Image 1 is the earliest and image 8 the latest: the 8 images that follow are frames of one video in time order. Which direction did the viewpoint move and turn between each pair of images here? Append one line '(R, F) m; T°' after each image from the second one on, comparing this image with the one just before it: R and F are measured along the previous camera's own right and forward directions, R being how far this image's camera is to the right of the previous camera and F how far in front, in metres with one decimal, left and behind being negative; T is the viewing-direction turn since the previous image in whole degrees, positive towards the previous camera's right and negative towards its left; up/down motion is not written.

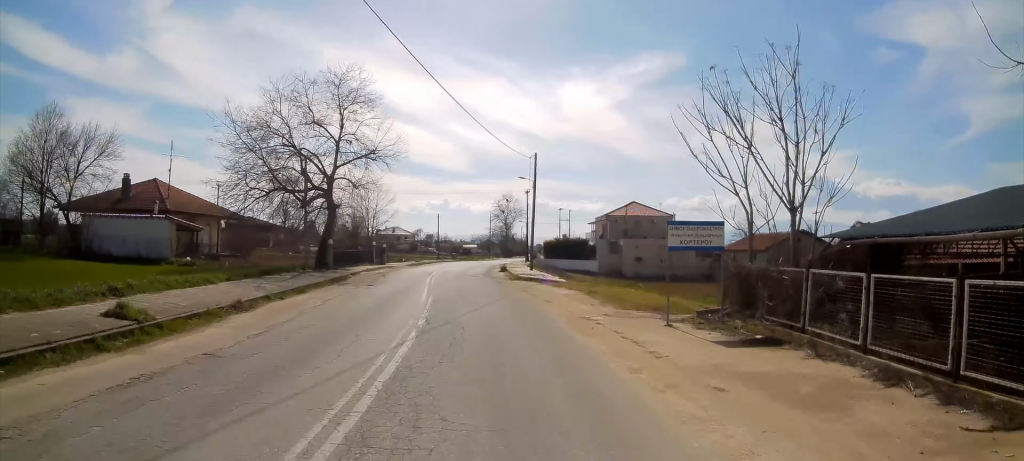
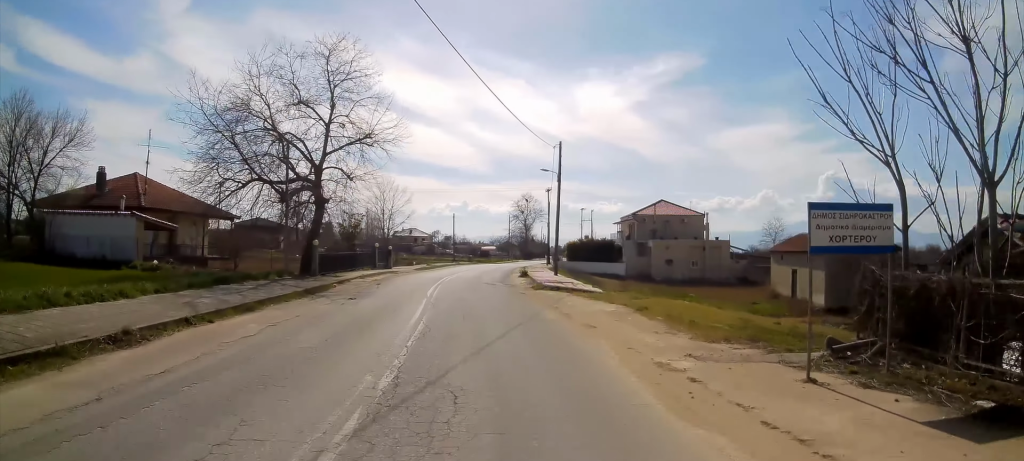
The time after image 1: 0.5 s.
(0.0, +6.0) m; 0°
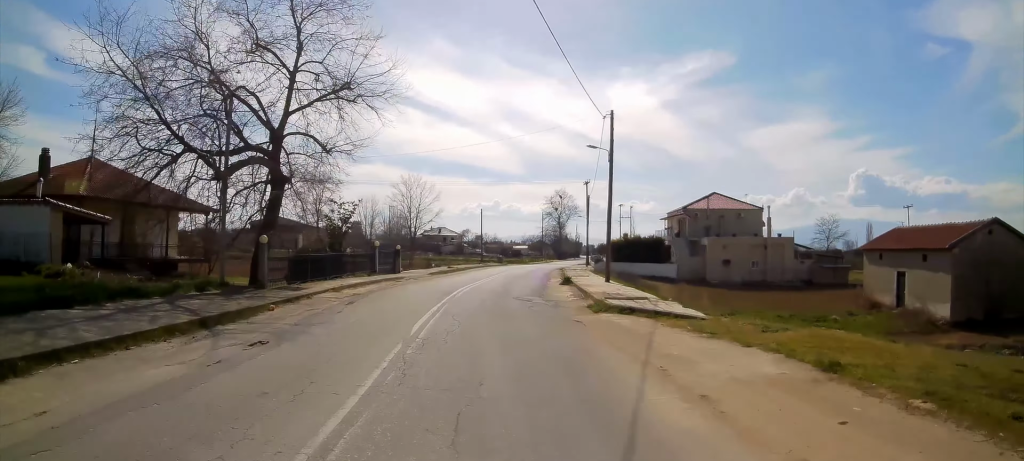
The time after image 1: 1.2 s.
(-0.1, +9.6) m; -2°
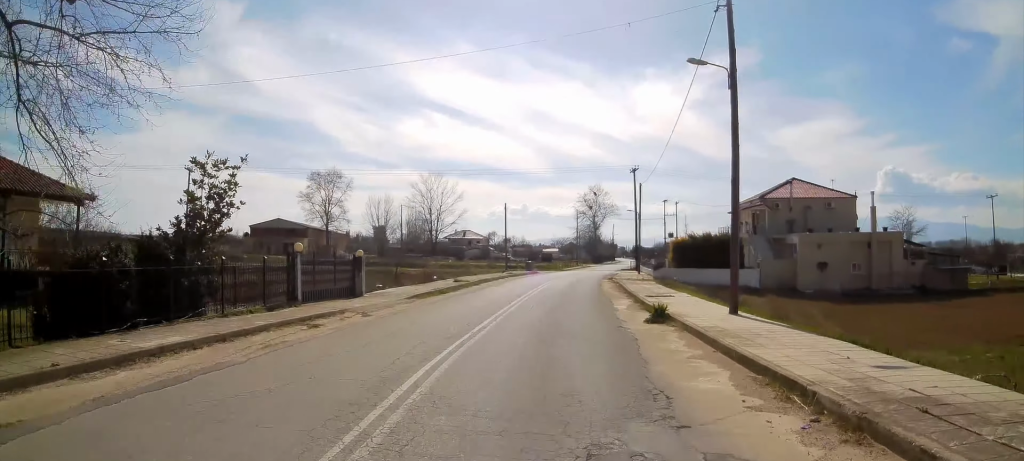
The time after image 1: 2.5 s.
(-0.8, +15.7) m; -5°
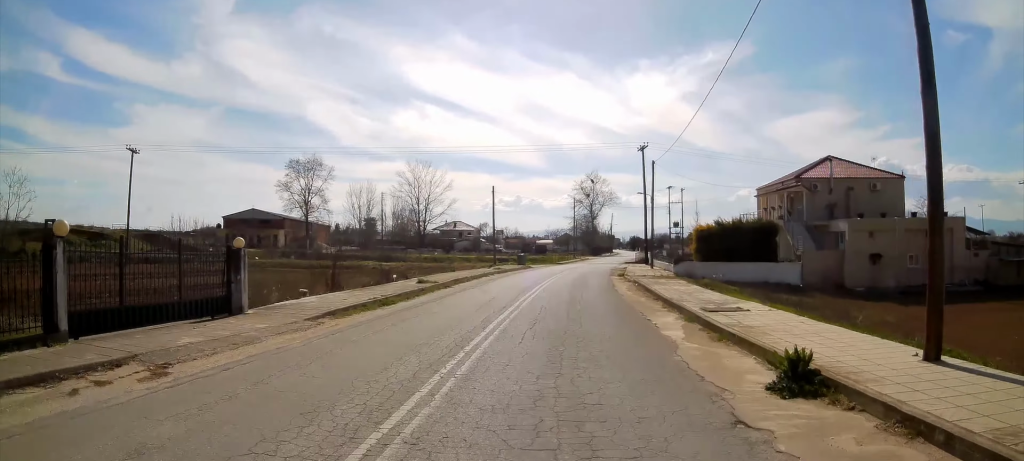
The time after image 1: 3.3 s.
(-0.2, +9.5) m; -1°
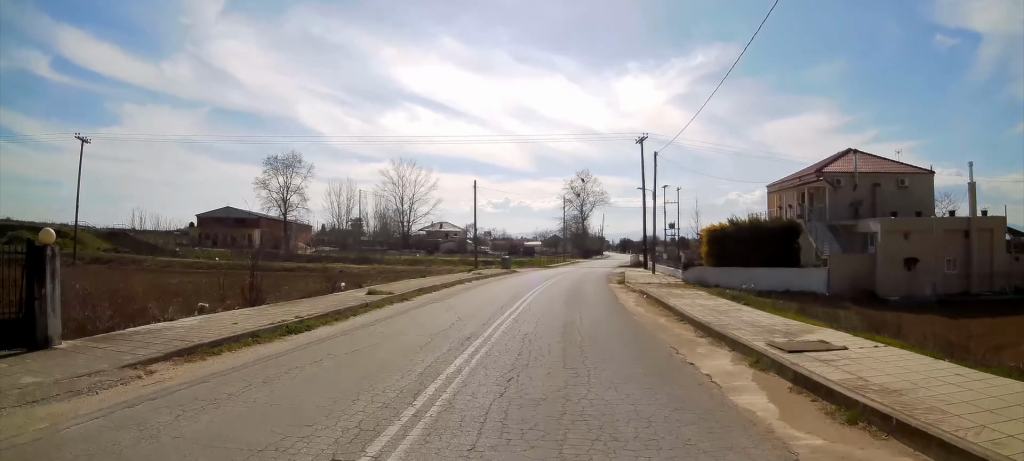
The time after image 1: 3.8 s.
(0.0, +5.9) m; 0°
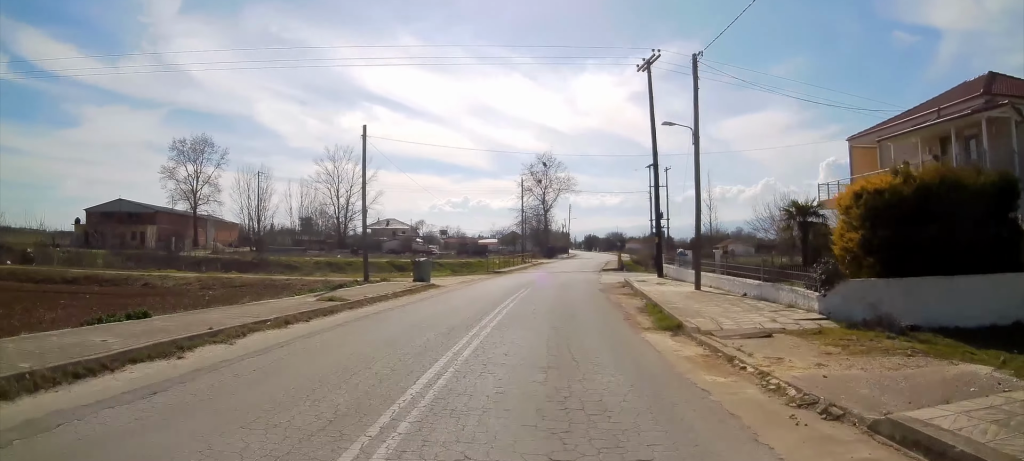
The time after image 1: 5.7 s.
(0.0, +21.2) m; +2°
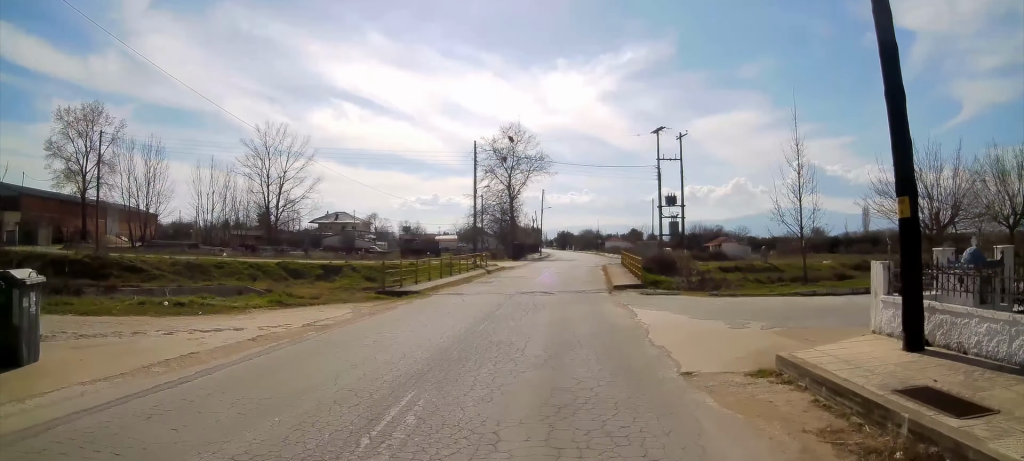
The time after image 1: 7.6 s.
(+0.8, +22.3) m; +4°
